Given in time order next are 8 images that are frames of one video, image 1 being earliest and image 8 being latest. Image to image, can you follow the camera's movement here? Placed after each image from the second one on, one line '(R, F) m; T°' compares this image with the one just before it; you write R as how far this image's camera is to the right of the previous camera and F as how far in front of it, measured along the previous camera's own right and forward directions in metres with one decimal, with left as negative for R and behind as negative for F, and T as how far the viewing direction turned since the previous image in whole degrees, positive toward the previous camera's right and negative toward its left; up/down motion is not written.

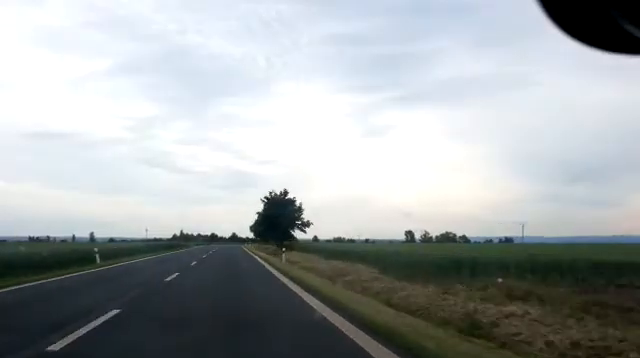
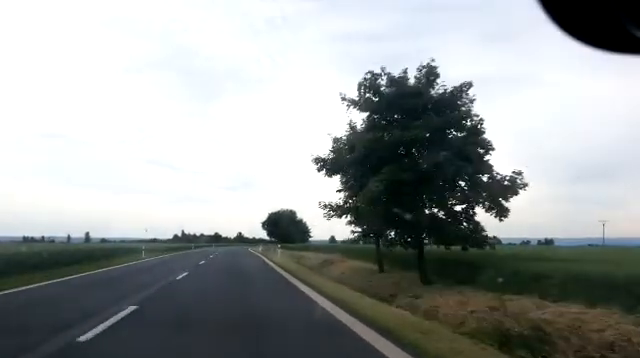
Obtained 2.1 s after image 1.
(+0.1, +44.6) m; 0°
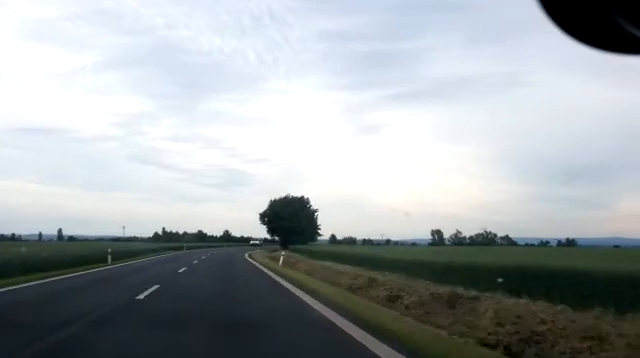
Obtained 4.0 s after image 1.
(-0.6, +39.6) m; 0°
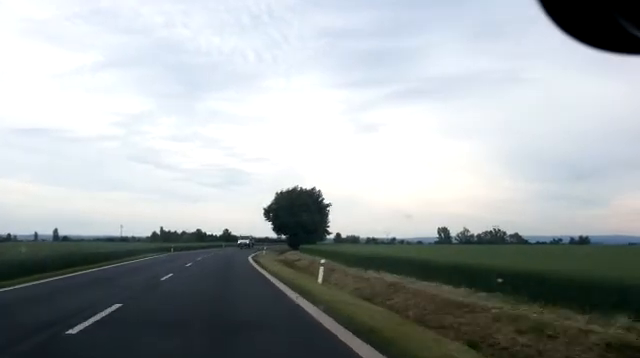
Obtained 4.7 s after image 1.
(+0.3, +12.5) m; +2°
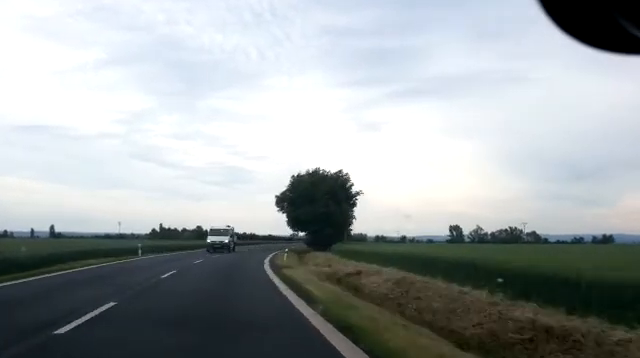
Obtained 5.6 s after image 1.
(+0.3, +17.7) m; +1°
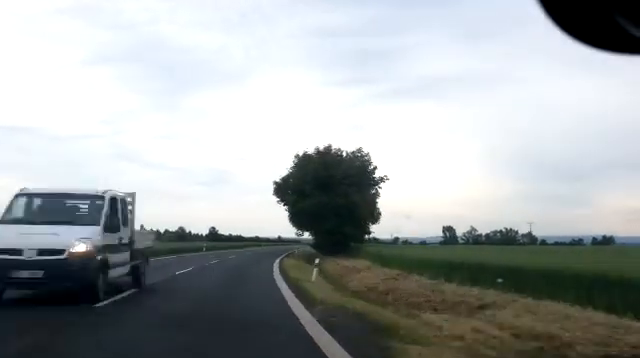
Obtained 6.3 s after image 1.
(+0.1, +15.0) m; +1°
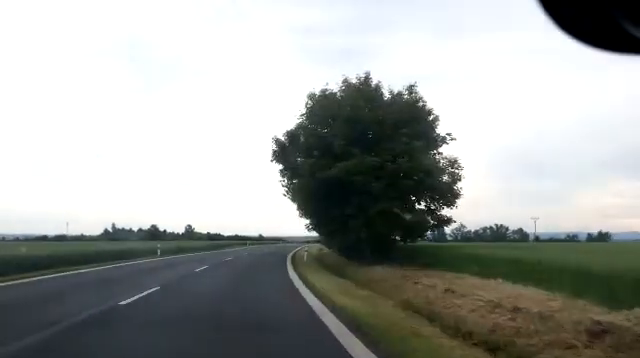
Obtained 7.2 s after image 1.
(+0.1, +17.7) m; +2°
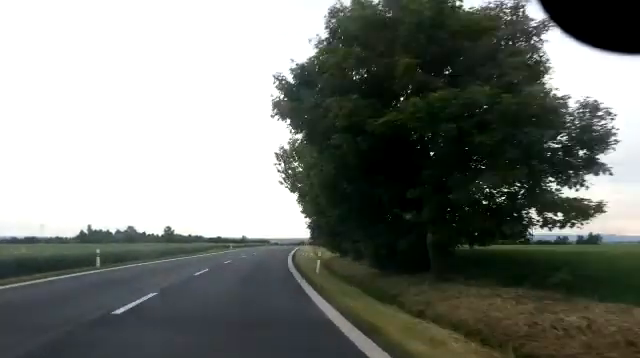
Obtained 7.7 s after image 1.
(+0.1, +9.9) m; +2°
